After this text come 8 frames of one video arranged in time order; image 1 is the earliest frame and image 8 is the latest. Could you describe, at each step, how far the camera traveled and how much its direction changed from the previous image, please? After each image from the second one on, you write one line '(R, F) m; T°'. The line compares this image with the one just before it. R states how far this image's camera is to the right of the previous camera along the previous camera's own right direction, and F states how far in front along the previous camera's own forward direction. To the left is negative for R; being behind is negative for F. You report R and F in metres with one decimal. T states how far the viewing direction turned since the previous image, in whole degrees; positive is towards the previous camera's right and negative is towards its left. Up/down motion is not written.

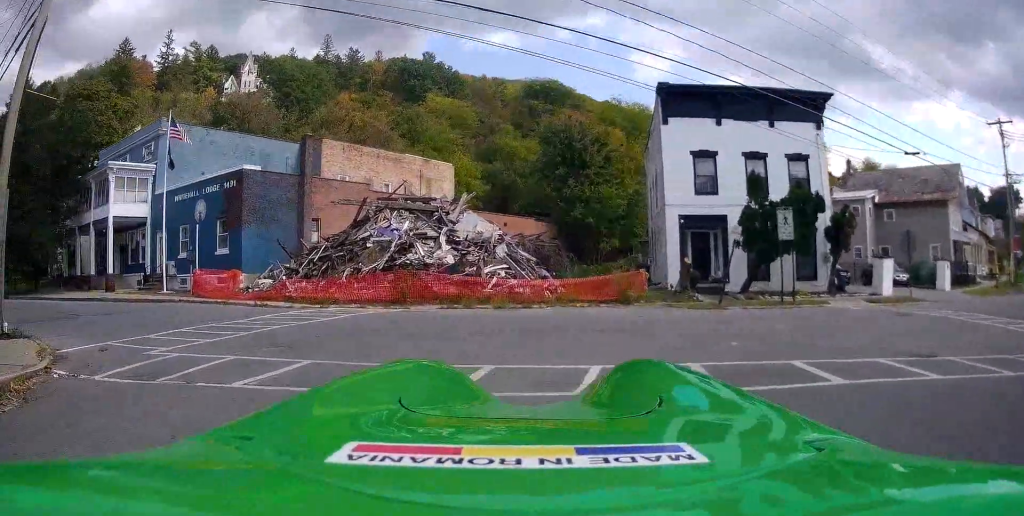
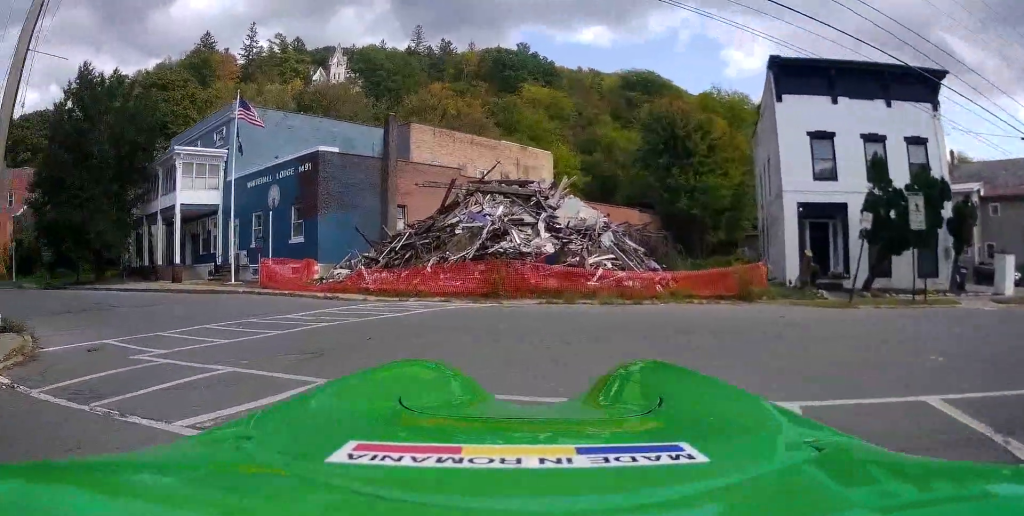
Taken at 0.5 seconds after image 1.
(+0.1, +2.1) m; -5°
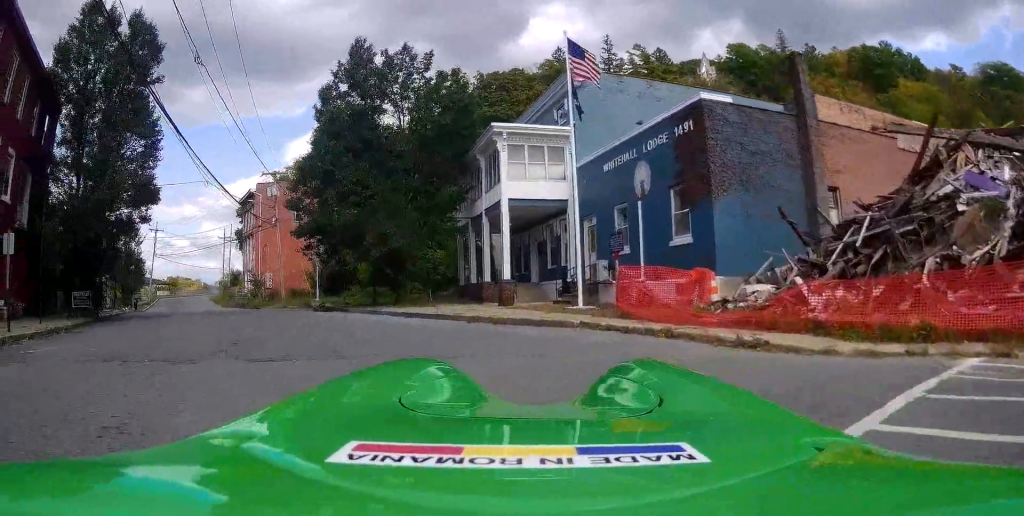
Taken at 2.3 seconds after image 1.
(-1.8, +7.5) m; -36°
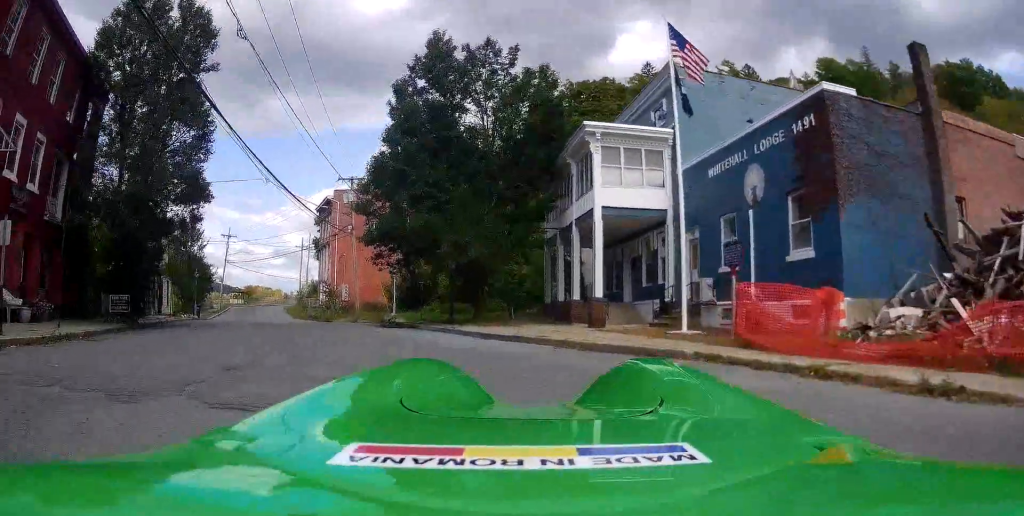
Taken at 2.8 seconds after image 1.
(-0.2, +2.3) m; -11°
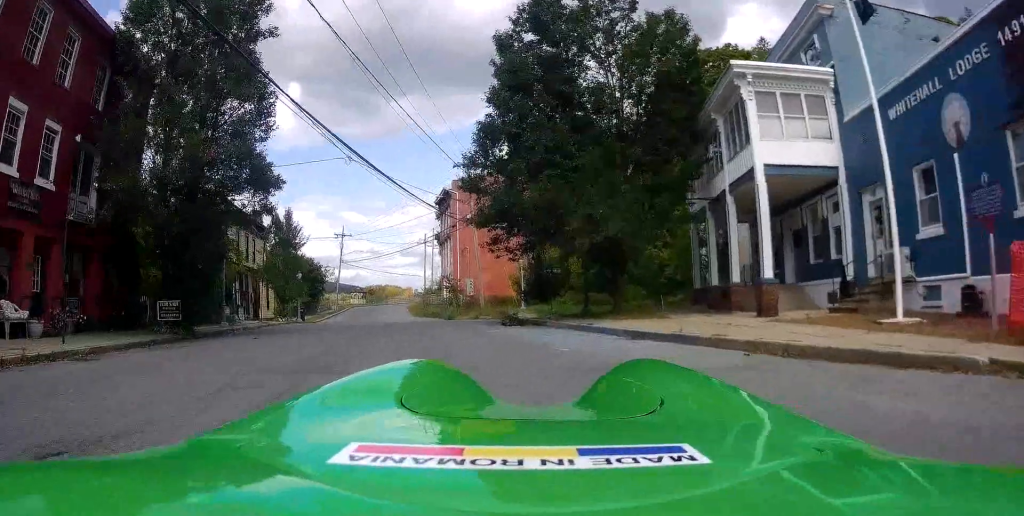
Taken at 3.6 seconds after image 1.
(-0.8, +4.6) m; -7°
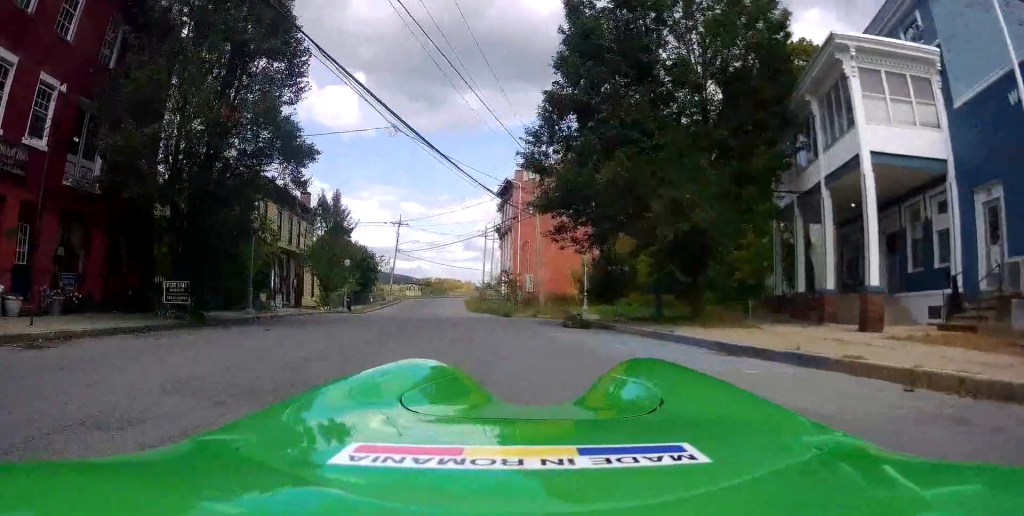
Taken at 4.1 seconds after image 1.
(-0.4, +3.0) m; 0°
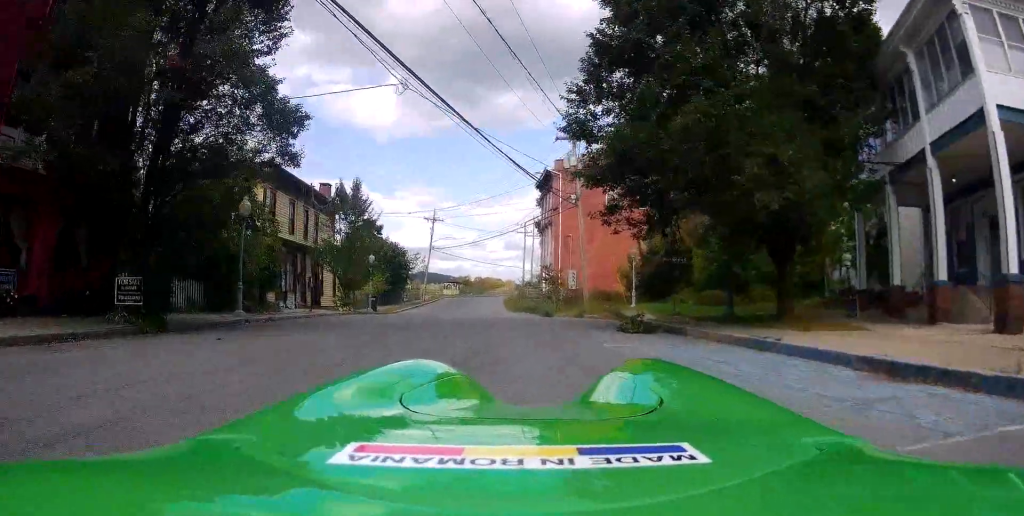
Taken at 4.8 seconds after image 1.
(+0.6, +4.4) m; +1°
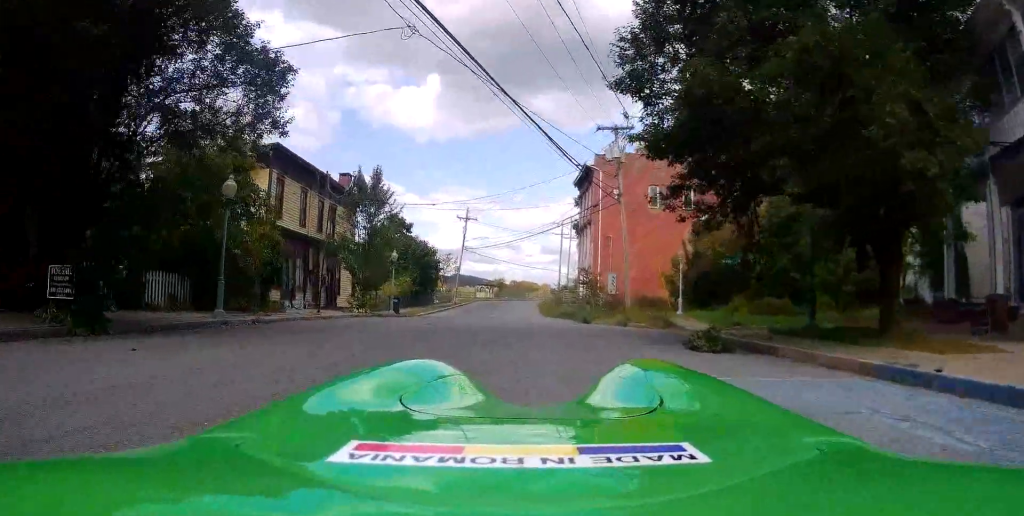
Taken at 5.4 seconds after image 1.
(-0.1, +3.6) m; -6°
